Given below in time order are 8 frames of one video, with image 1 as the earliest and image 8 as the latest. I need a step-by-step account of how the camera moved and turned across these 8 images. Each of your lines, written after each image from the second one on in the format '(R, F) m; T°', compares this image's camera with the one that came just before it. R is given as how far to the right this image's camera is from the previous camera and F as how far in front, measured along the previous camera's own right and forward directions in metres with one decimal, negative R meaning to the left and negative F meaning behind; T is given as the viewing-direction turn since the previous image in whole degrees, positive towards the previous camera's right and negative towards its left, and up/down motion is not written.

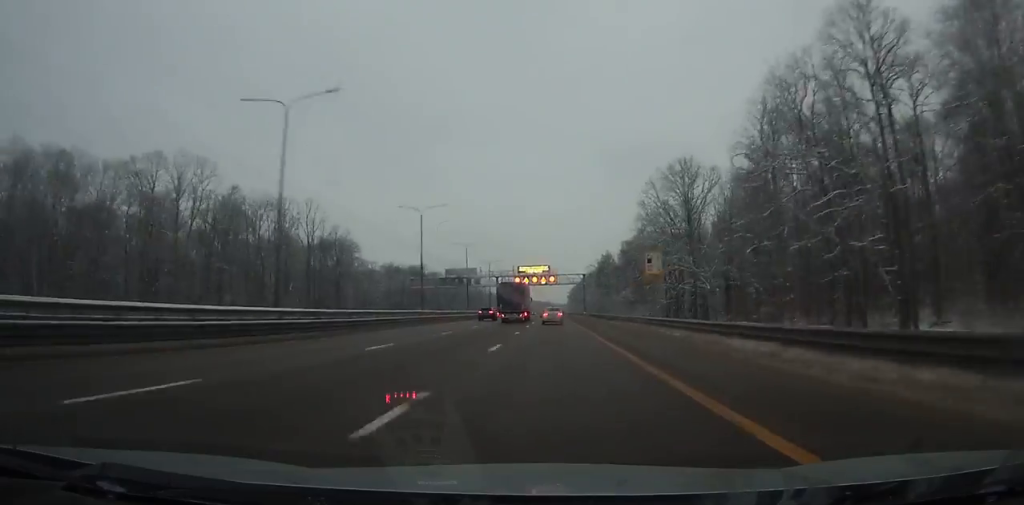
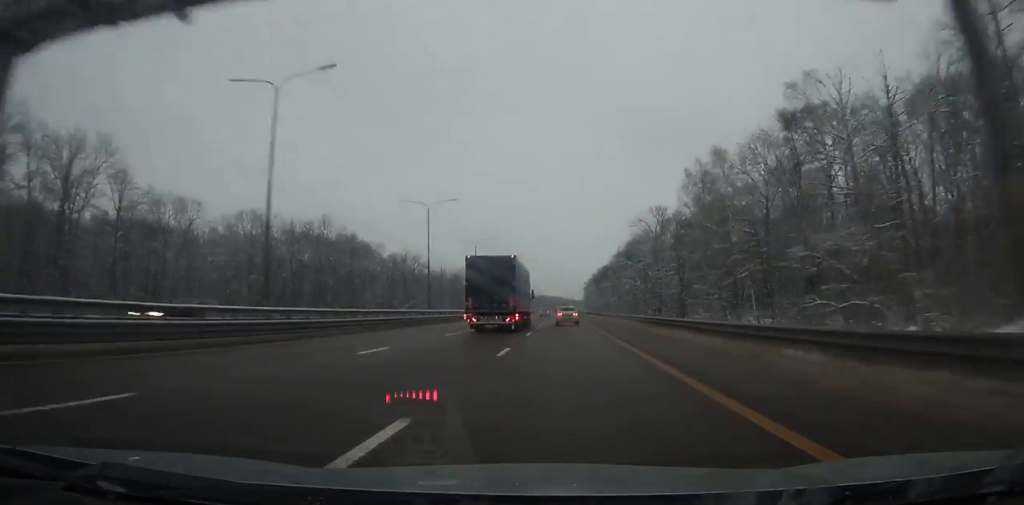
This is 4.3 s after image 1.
(-1.3, +119.9) m; -1°
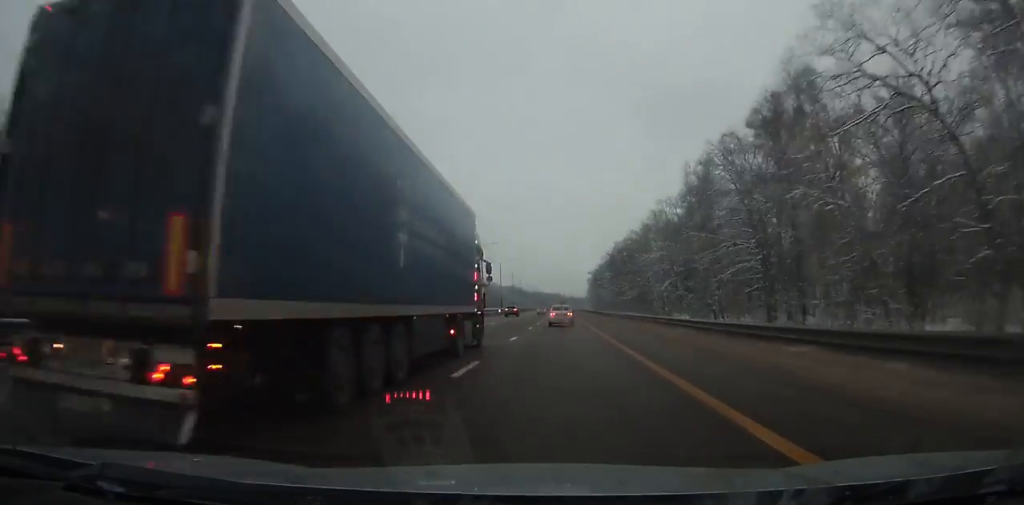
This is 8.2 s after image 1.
(+0.6, +109.5) m; 0°
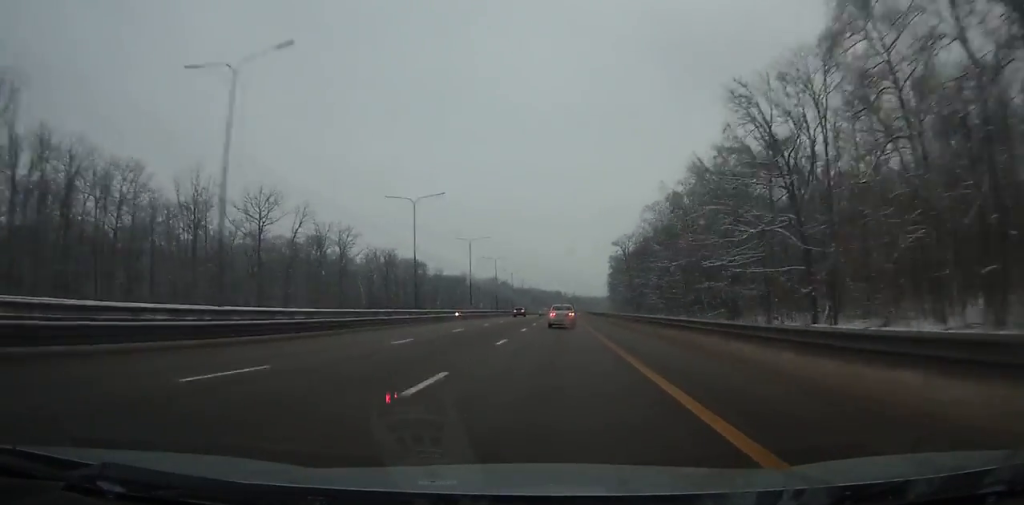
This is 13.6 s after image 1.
(-0.2, +151.9) m; 0°
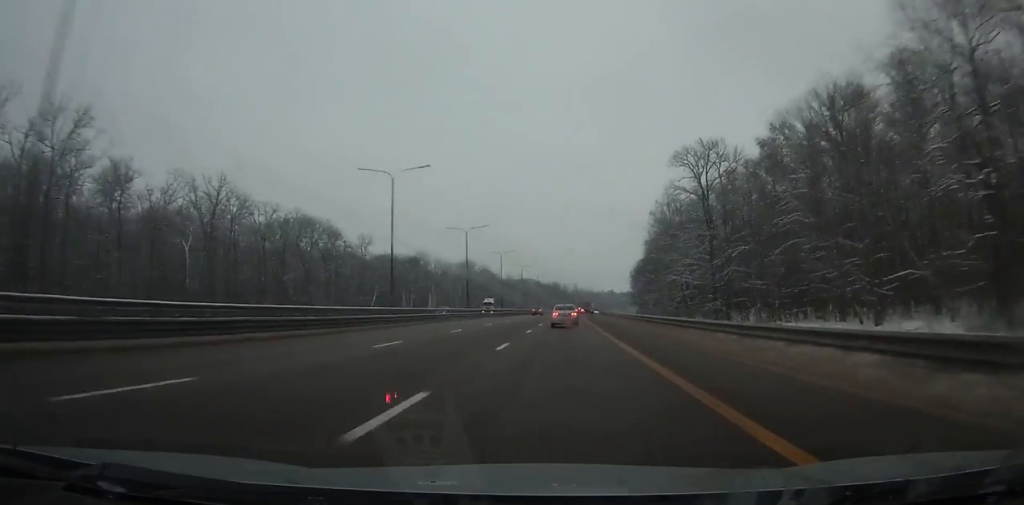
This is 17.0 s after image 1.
(-0.2, +95.0) m; +1°
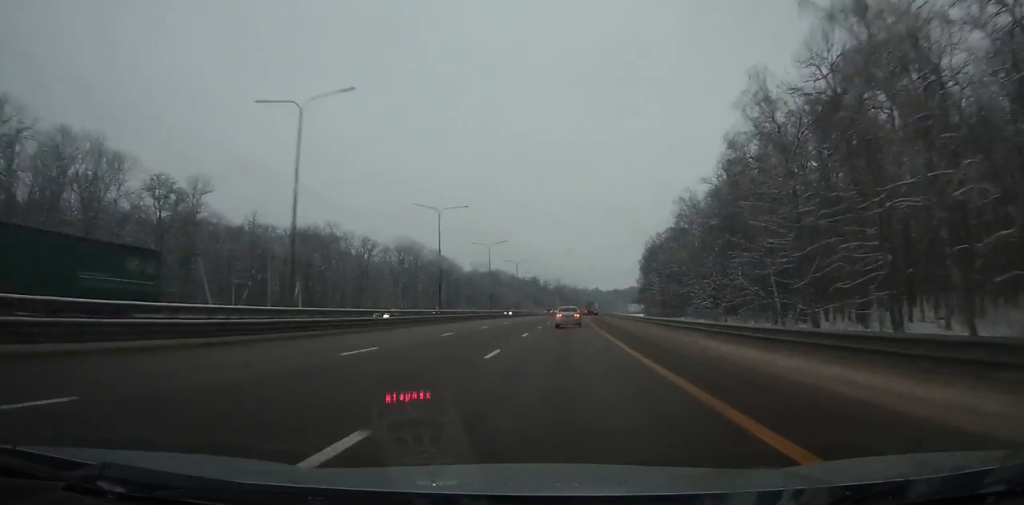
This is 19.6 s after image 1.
(+0.5, +72.6) m; +2°
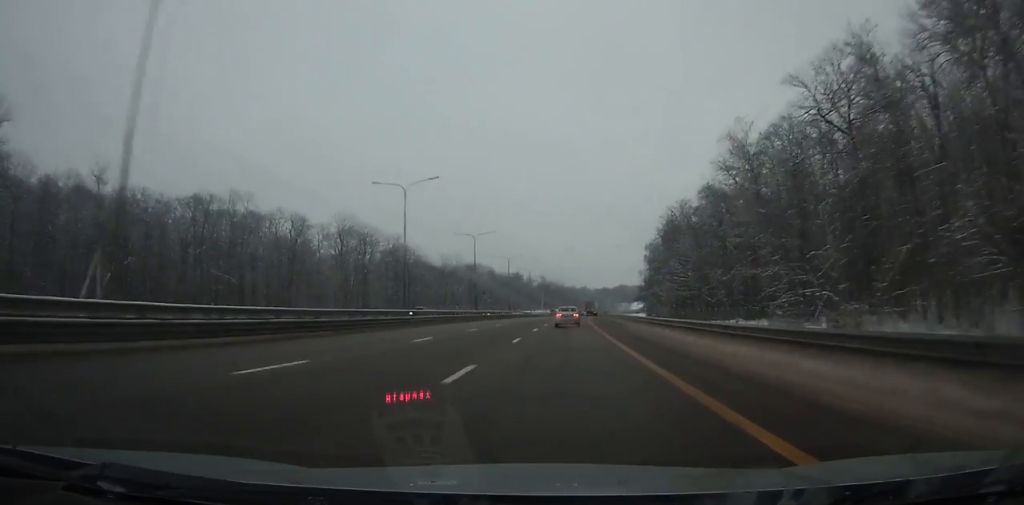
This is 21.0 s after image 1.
(+0.8, +39.2) m; +1°
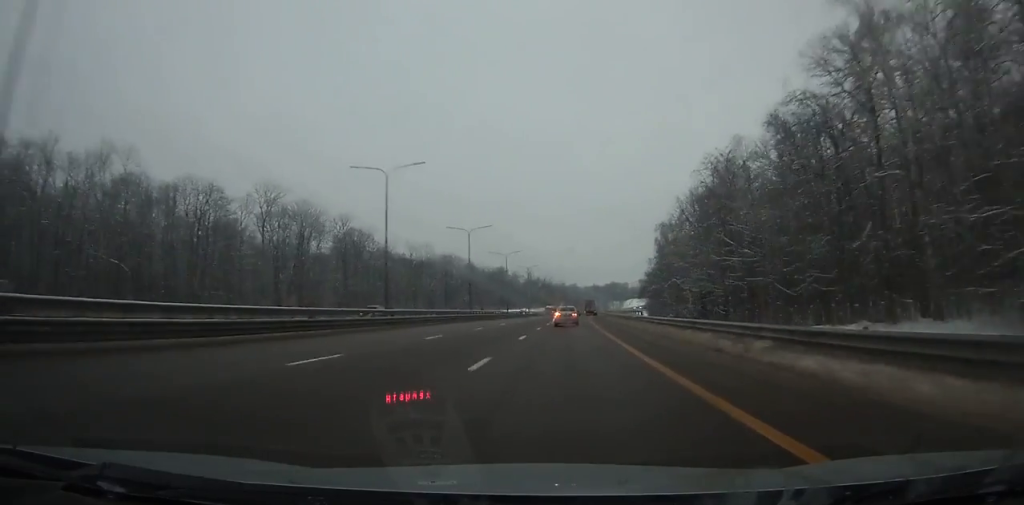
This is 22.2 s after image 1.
(-0.1, +33.6) m; +1°
